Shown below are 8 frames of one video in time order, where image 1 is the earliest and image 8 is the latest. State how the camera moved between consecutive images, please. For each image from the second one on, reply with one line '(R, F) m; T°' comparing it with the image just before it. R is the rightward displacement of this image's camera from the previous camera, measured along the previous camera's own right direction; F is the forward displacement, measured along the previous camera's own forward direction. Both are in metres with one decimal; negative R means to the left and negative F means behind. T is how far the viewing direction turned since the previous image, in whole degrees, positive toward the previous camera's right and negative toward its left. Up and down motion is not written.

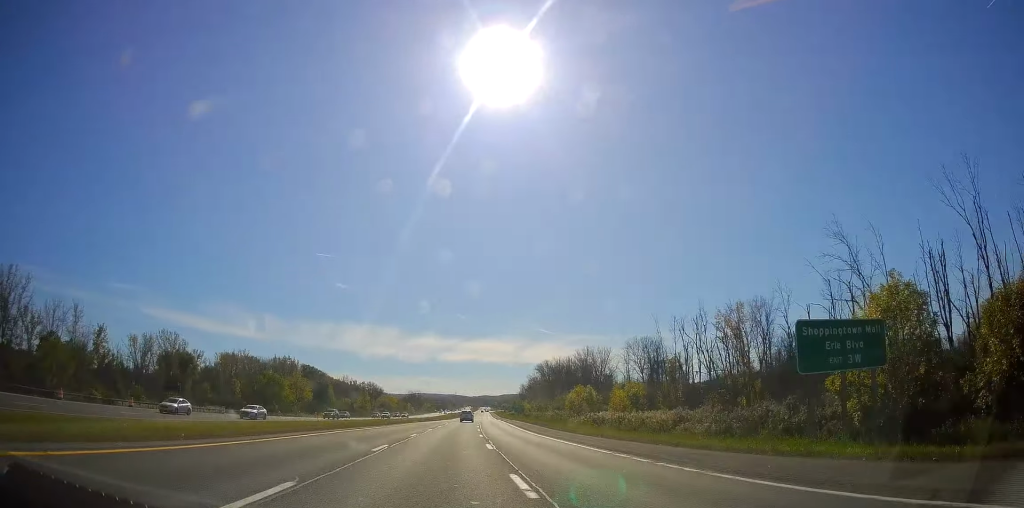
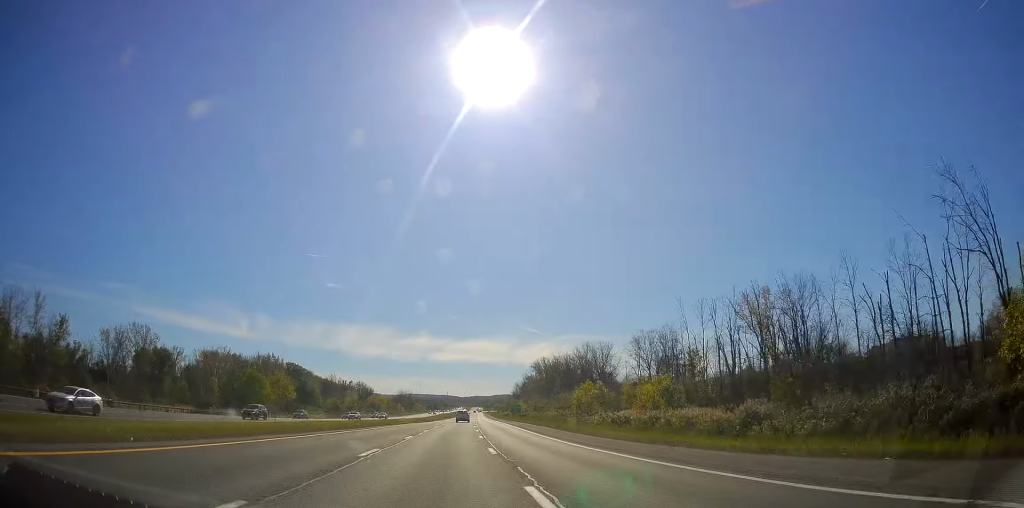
(+0.2, +14.9) m; +1°
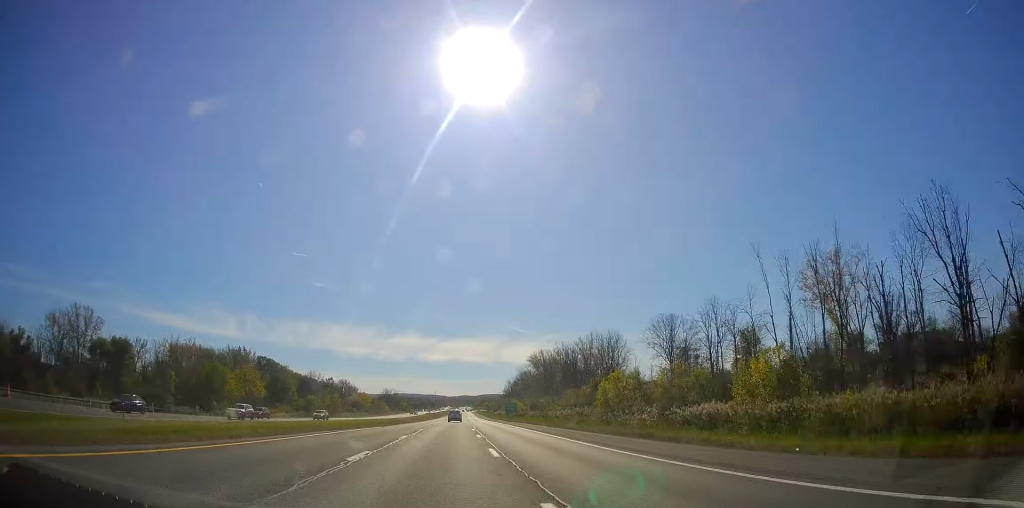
(0.0, +26.8) m; +1°
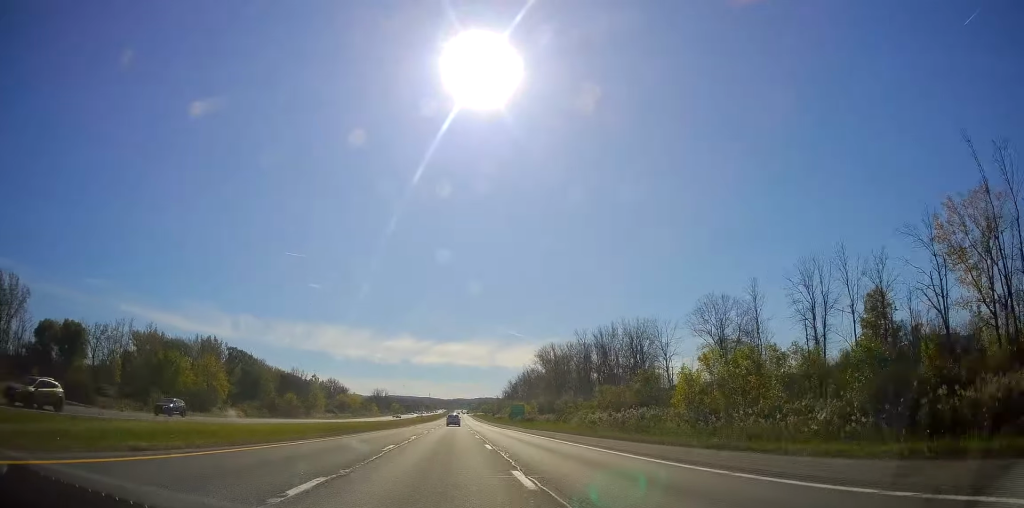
(+0.7, +31.5) m; +2°
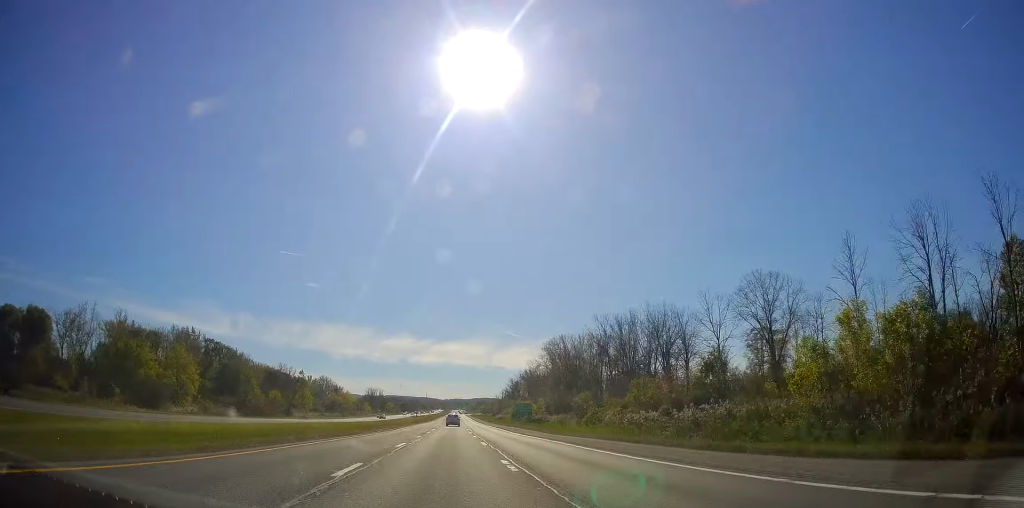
(+0.2, +20.6) m; 0°
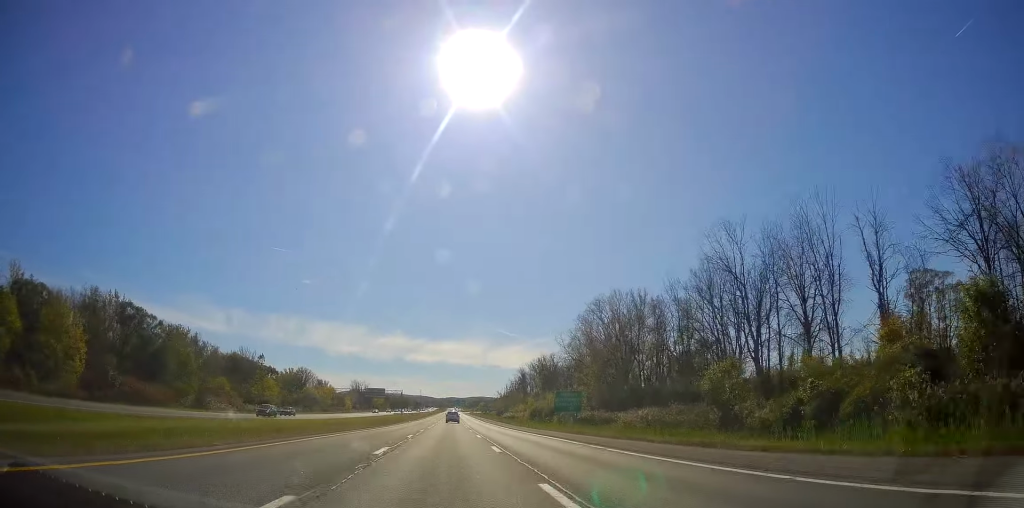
(+0.2, +56.1) m; +1°
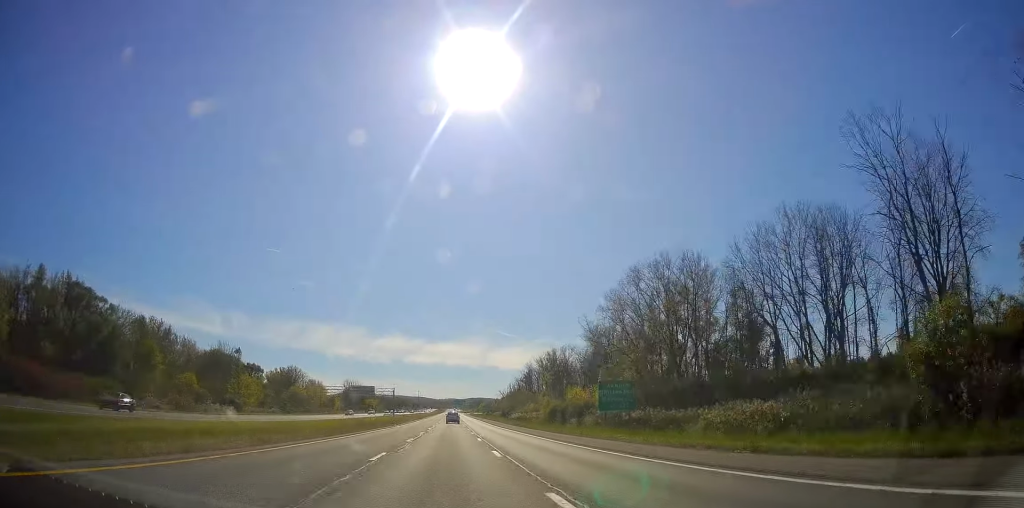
(+0.1, +25.6) m; +1°
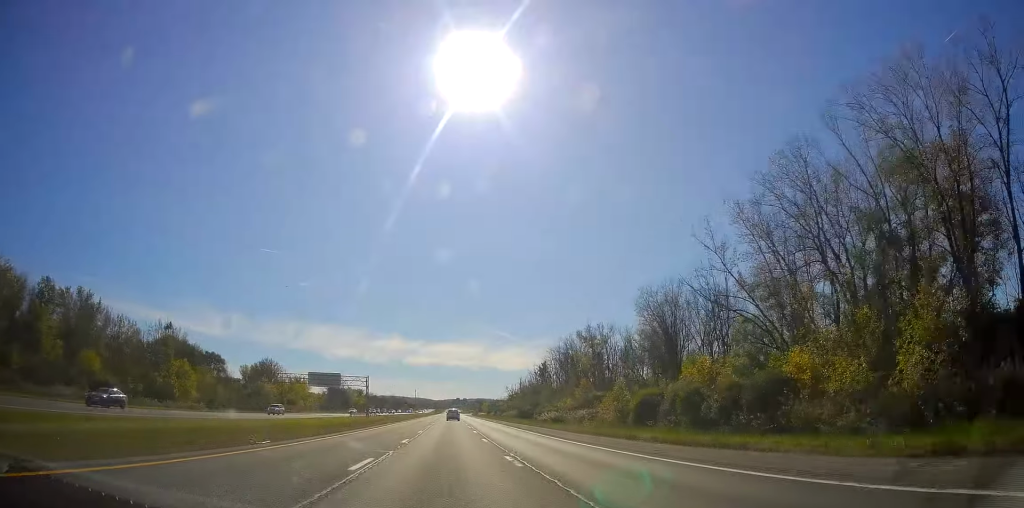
(+0.3, +53.1) m; 0°
